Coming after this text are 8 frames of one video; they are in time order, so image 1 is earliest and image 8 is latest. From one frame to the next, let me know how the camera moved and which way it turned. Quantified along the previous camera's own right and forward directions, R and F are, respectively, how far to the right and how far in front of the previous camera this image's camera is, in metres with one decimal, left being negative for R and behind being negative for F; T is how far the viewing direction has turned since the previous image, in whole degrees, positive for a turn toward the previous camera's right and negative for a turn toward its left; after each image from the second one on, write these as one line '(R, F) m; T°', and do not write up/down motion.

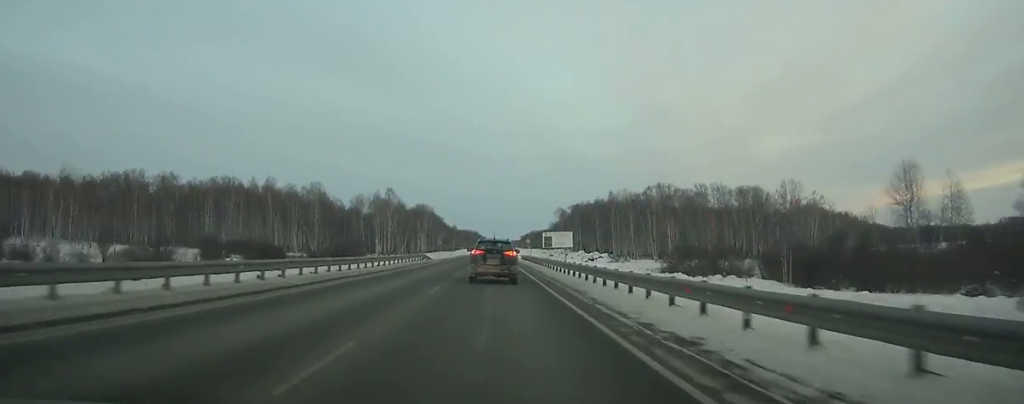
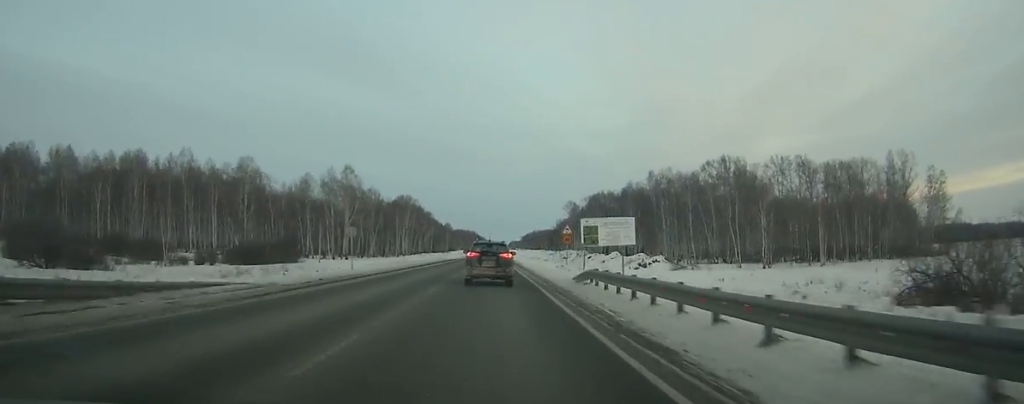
(+0.1, +59.0) m; 0°
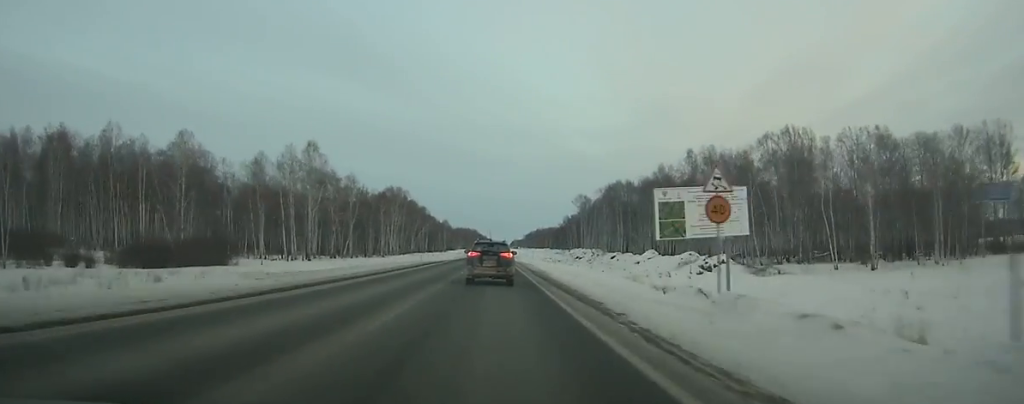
(-0.1, +32.2) m; 0°
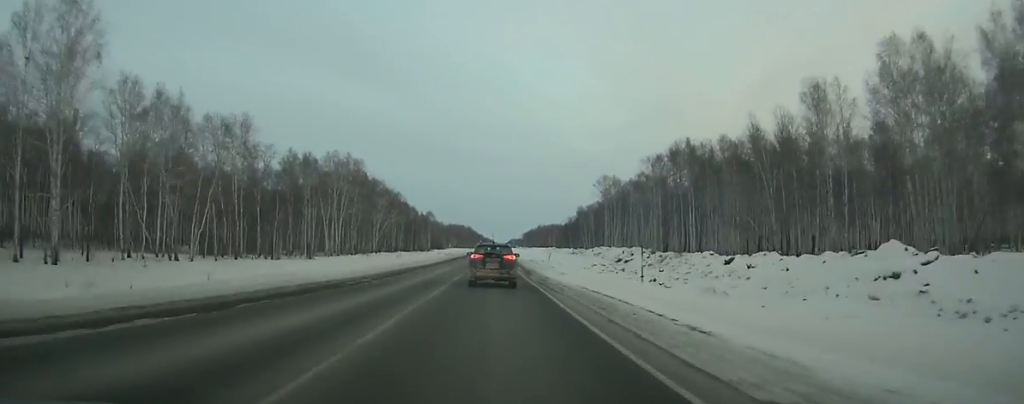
(0.0, +72.5) m; 0°
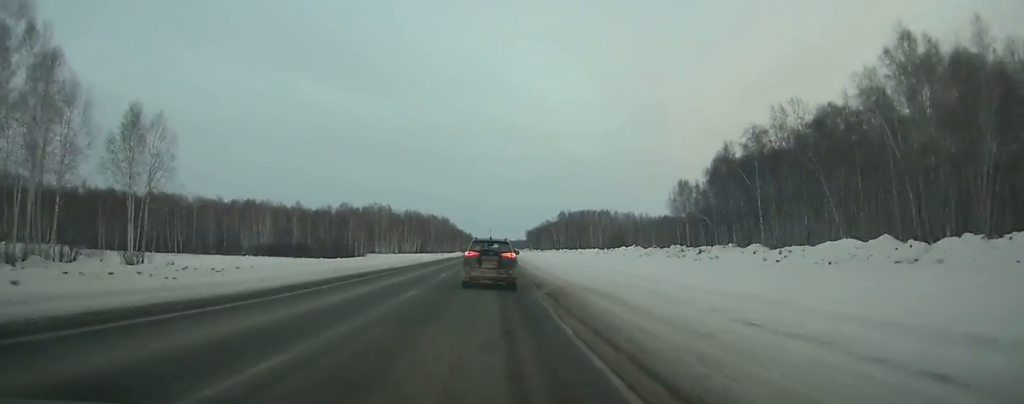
(+1.2, +261.1) m; 0°
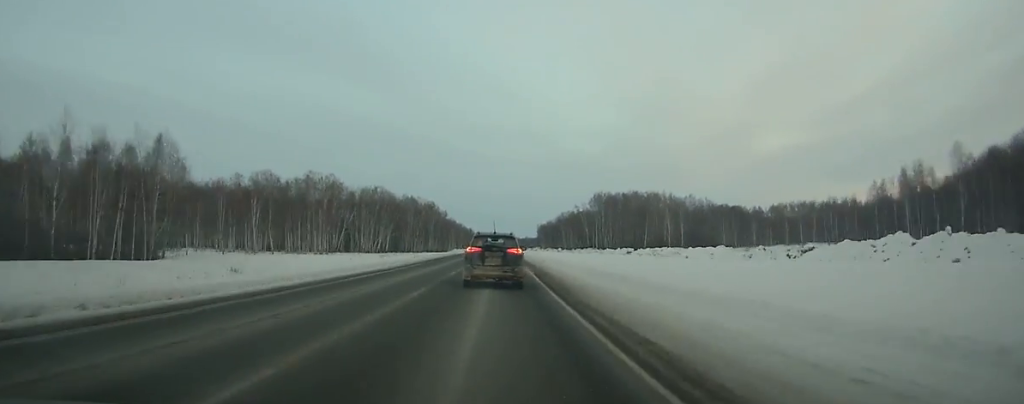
(+0.1, +120.5) m; 0°
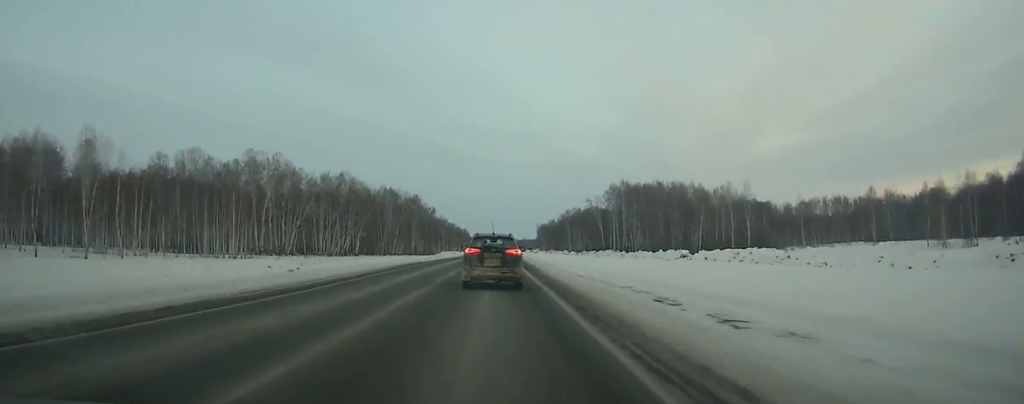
(0.0, +47.7) m; 0°
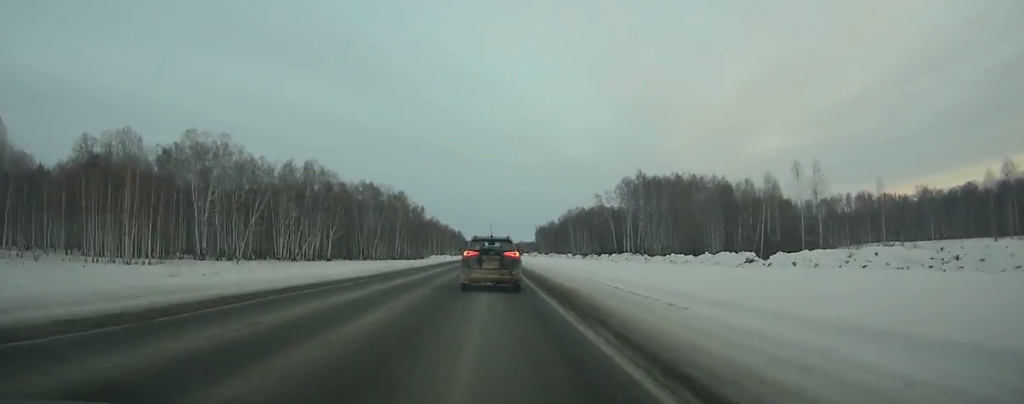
(0.0, +29.8) m; 0°
